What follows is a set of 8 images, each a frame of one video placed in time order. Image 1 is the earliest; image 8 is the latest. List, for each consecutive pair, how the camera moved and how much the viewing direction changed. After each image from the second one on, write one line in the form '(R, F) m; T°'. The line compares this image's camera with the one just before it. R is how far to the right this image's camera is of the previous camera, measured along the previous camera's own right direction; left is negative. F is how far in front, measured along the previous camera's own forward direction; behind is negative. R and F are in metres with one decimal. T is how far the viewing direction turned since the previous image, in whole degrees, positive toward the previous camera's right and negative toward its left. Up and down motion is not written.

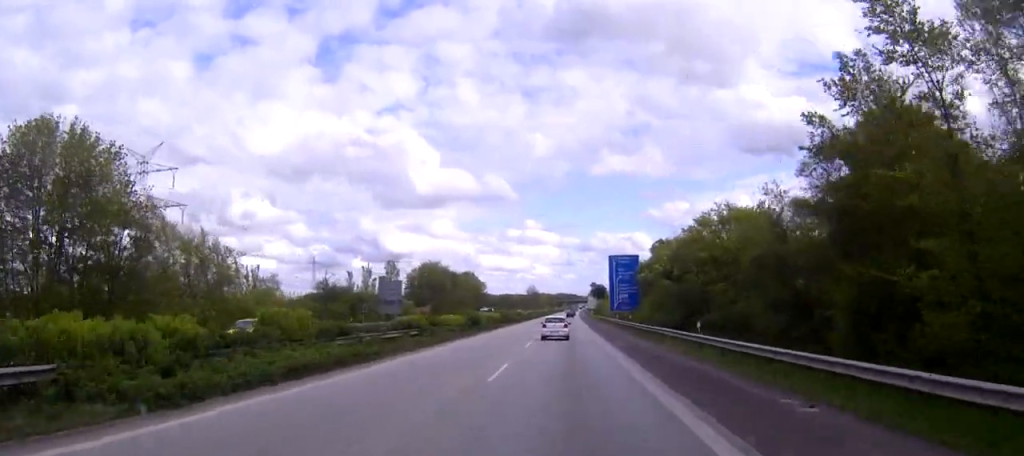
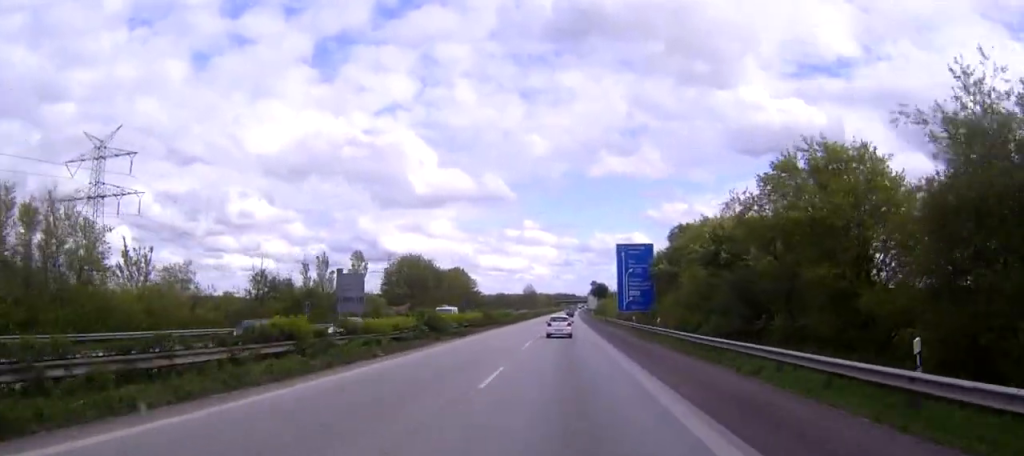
(0.0, +19.9) m; 0°
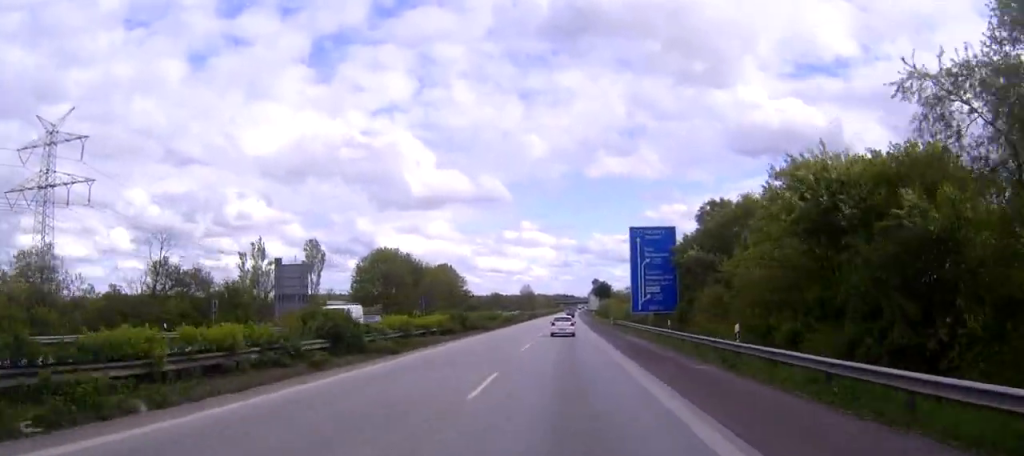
(0.0, +19.9) m; 0°
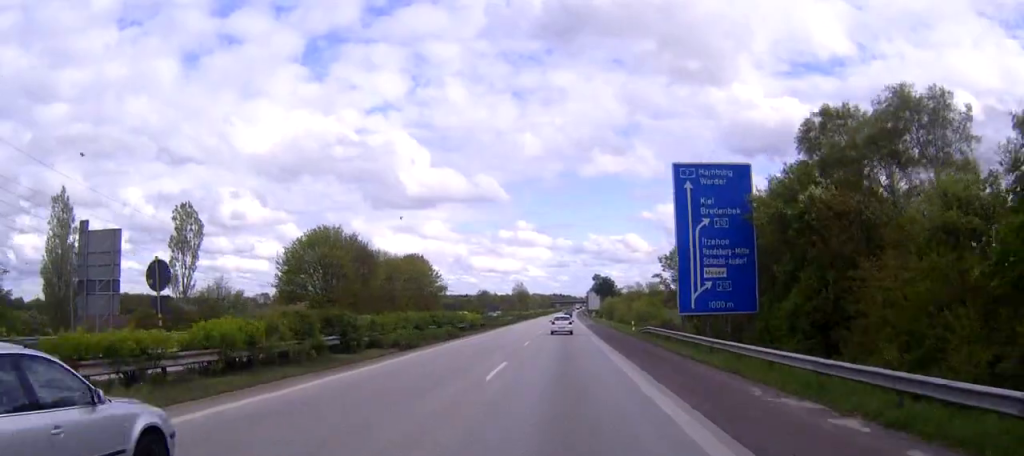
(+0.1, +31.8) m; 0°
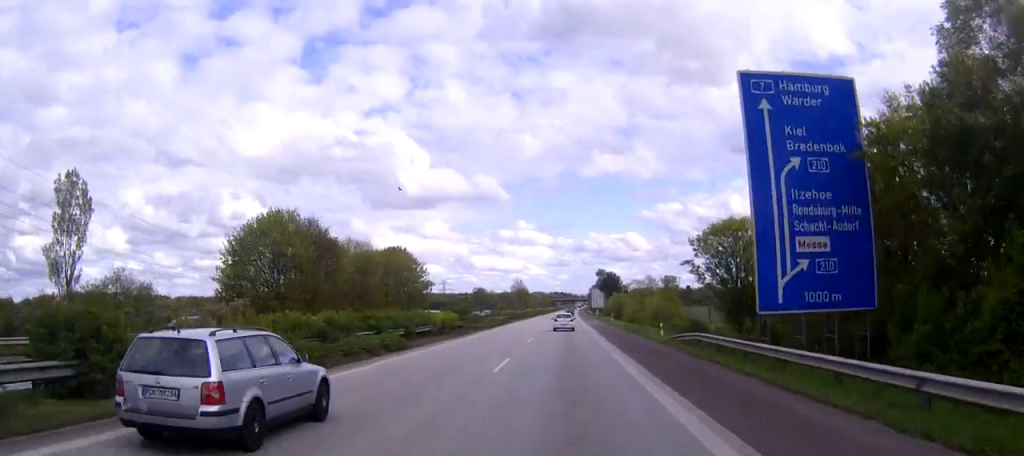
(0.0, +16.9) m; 0°
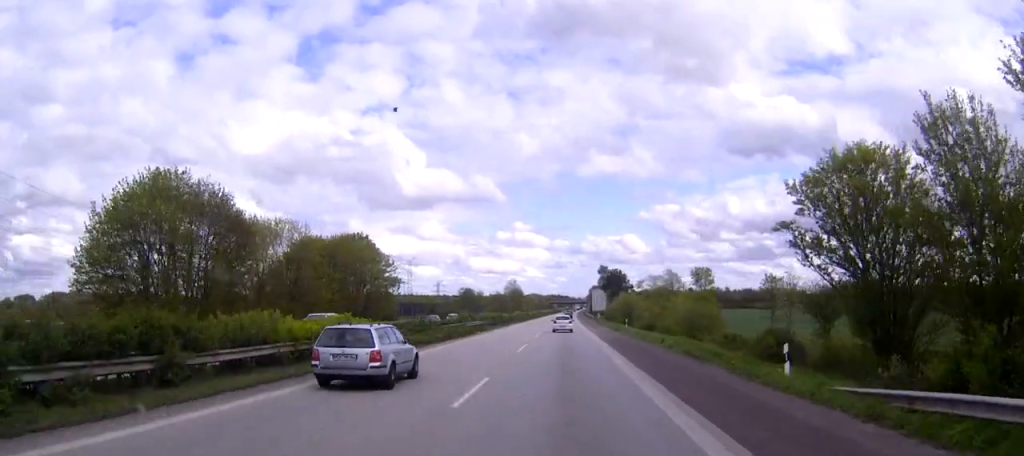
(0.0, +24.9) m; 0°
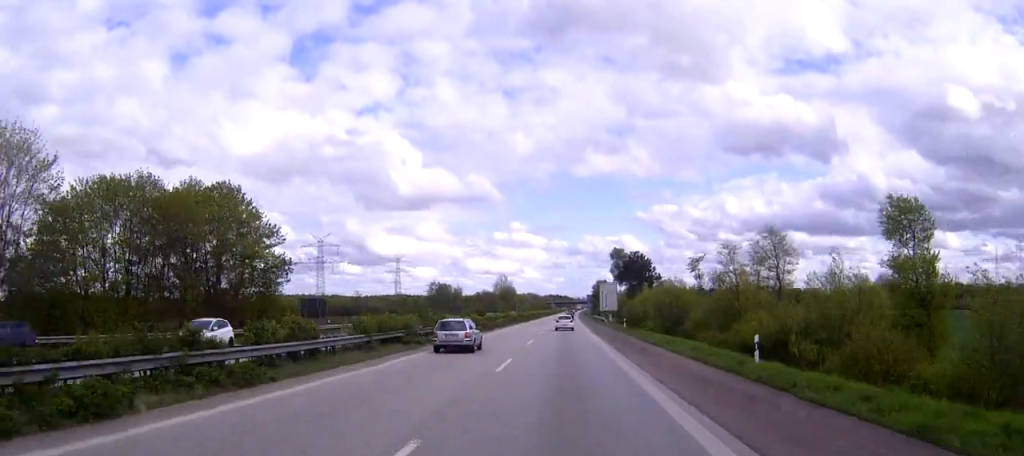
(+0.1, +45.9) m; 0°
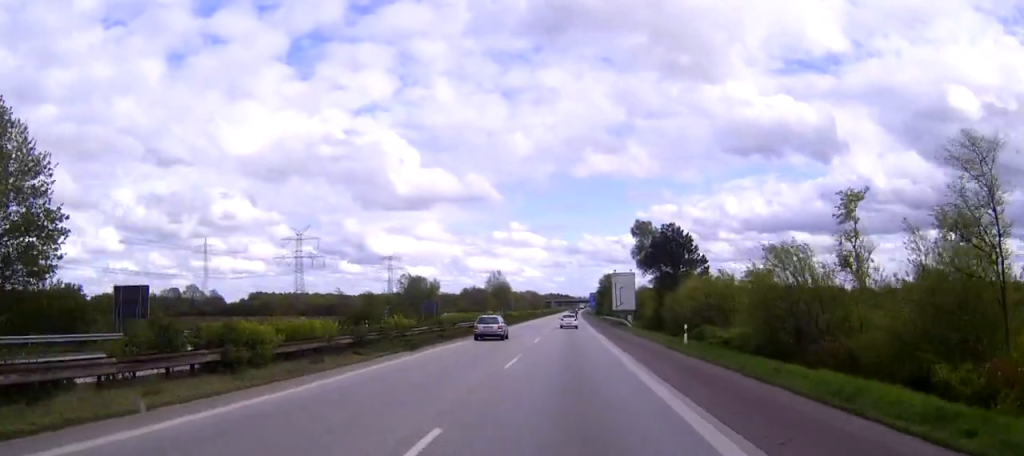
(0.0, +35.0) m; 0°
